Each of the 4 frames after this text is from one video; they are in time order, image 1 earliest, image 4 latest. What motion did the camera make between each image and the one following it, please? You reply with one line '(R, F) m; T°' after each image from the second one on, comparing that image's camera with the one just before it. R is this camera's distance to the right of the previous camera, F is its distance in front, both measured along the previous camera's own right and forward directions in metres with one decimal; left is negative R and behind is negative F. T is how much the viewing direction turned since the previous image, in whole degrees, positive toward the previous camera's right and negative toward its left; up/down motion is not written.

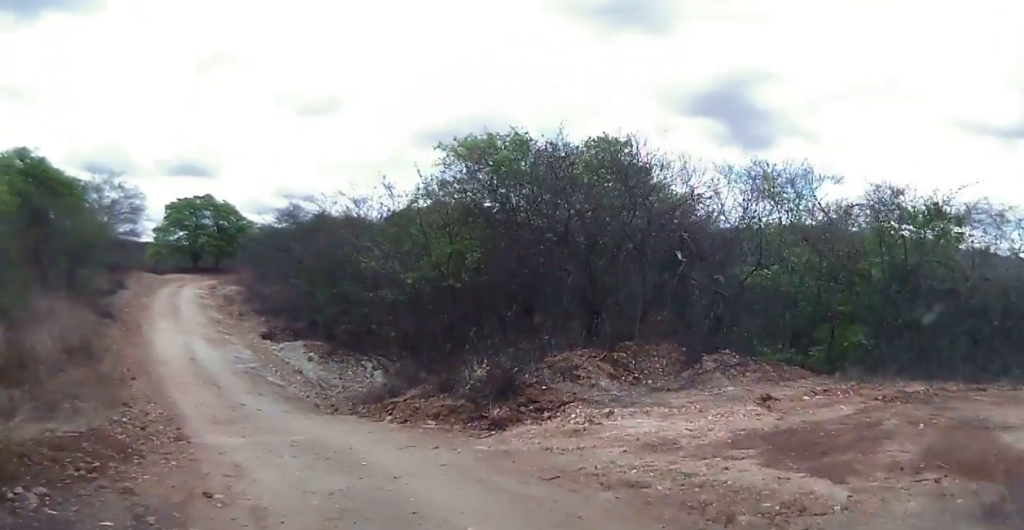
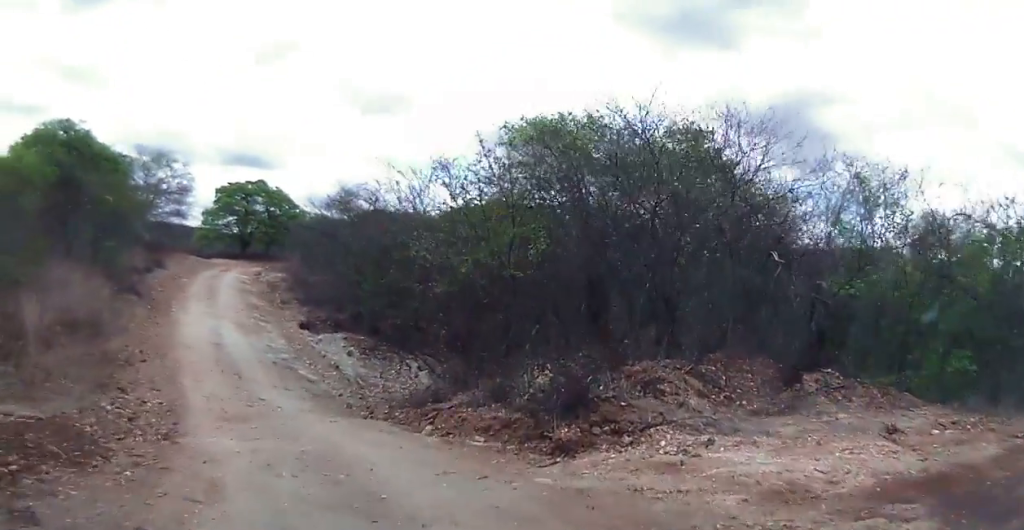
(0.0, +2.4) m; -6°
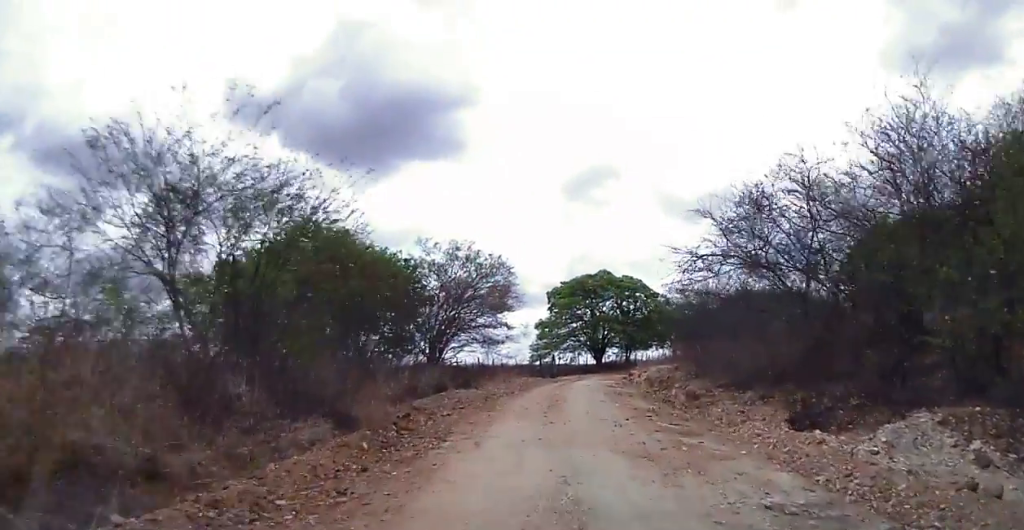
(-6.7, +16.2) m; -36°
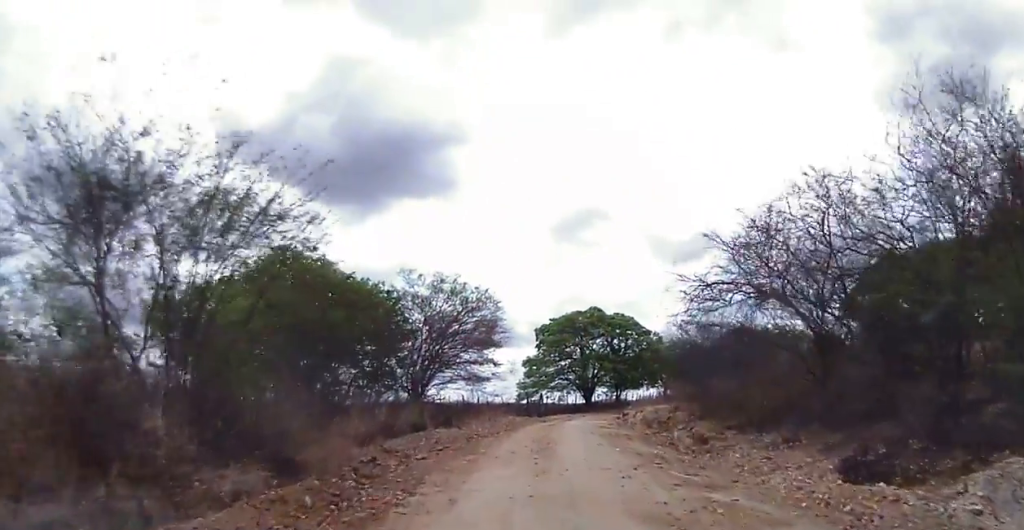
(+0.3, +1.6) m; +8°
